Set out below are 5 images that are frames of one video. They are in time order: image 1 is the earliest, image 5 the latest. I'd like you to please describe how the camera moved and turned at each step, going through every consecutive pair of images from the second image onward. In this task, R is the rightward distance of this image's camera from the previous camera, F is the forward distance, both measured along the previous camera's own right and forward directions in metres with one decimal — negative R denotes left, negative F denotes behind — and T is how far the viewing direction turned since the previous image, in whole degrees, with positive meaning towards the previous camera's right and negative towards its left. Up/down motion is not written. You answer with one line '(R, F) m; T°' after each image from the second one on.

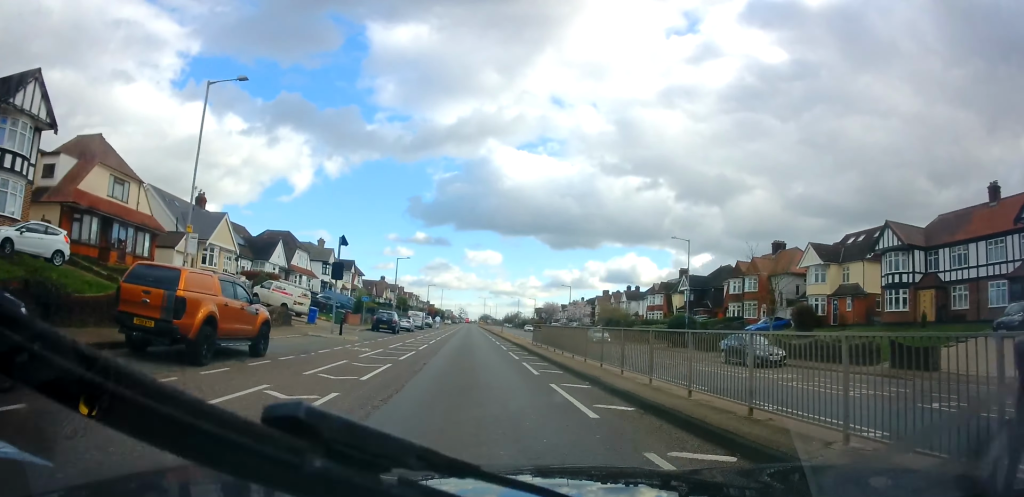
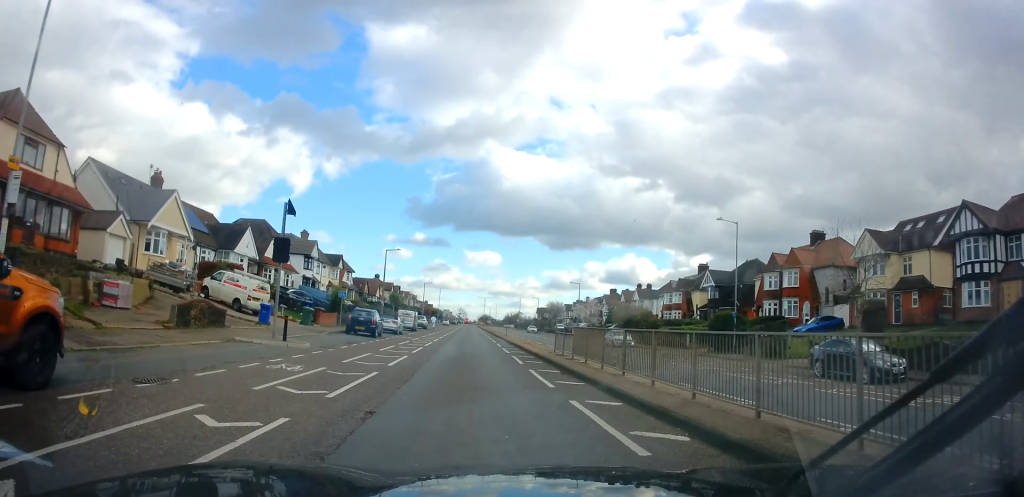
(-0.1, +8.3) m; 0°
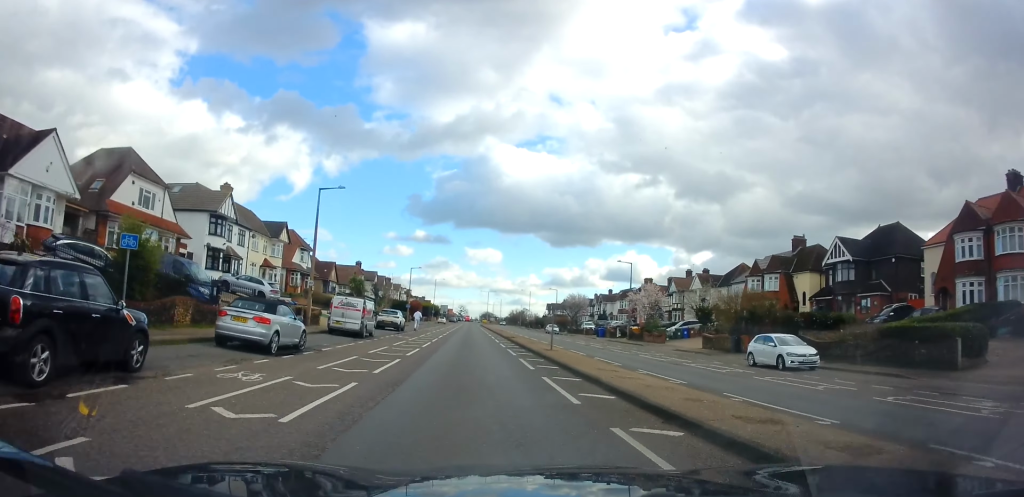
(+0.6, +26.2) m; 0°
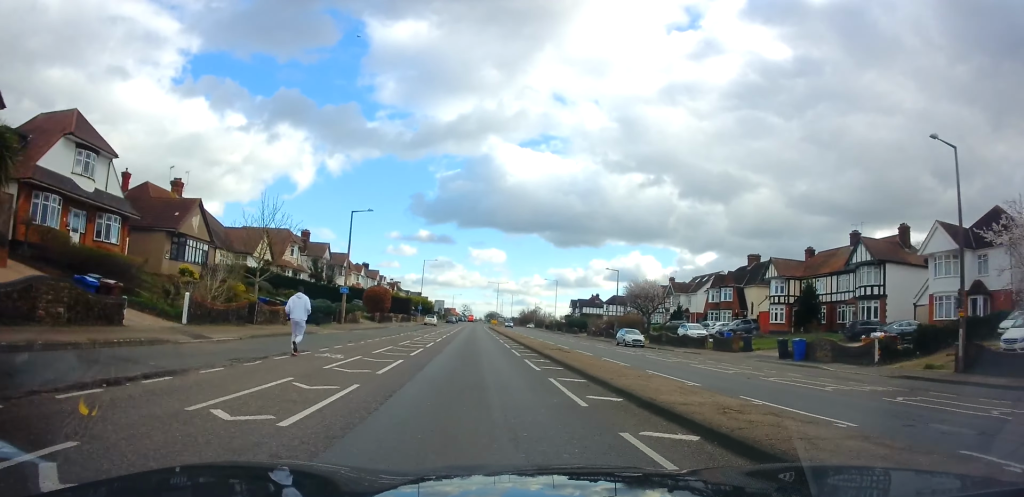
(-0.1, +42.0) m; +1°
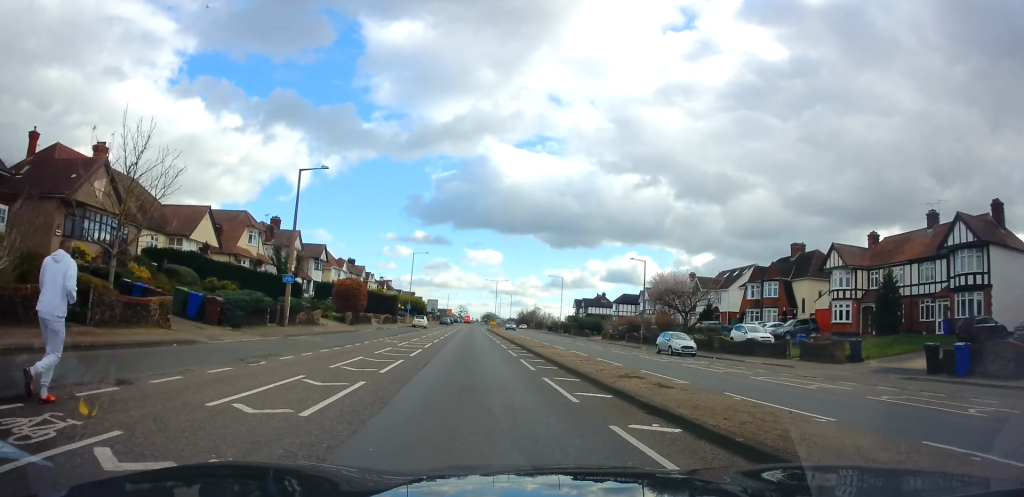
(+0.1, +11.3) m; -1°
